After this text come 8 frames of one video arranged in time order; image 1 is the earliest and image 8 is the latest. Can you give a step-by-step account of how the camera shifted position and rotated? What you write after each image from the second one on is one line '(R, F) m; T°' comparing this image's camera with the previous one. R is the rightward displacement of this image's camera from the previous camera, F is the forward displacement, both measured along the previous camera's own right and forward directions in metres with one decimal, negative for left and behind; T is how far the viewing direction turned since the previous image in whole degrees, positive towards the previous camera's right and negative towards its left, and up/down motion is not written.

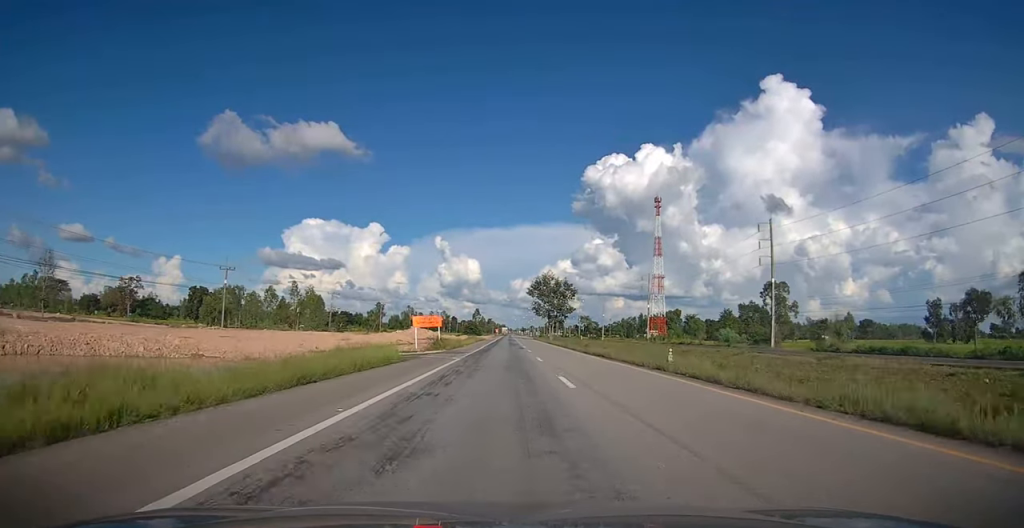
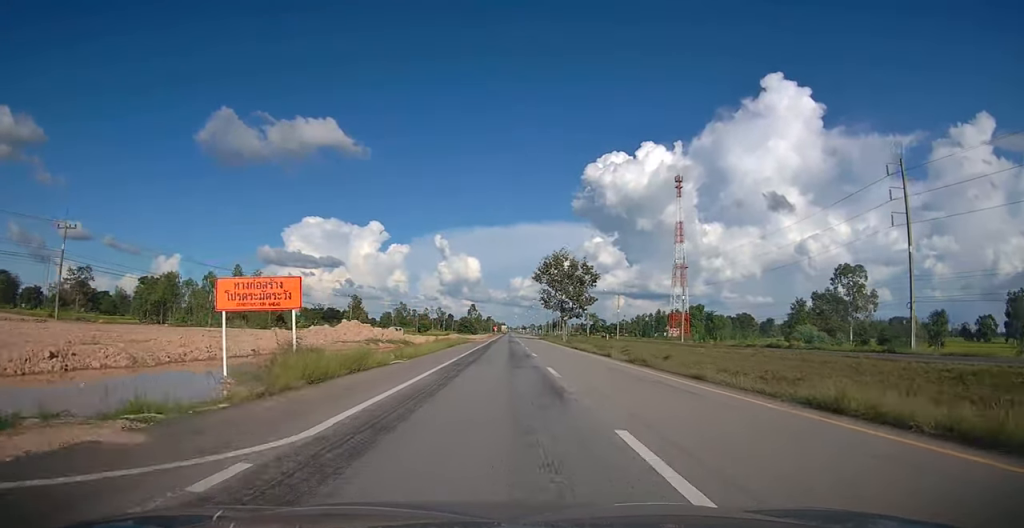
(-0.1, +32.4) m; 0°
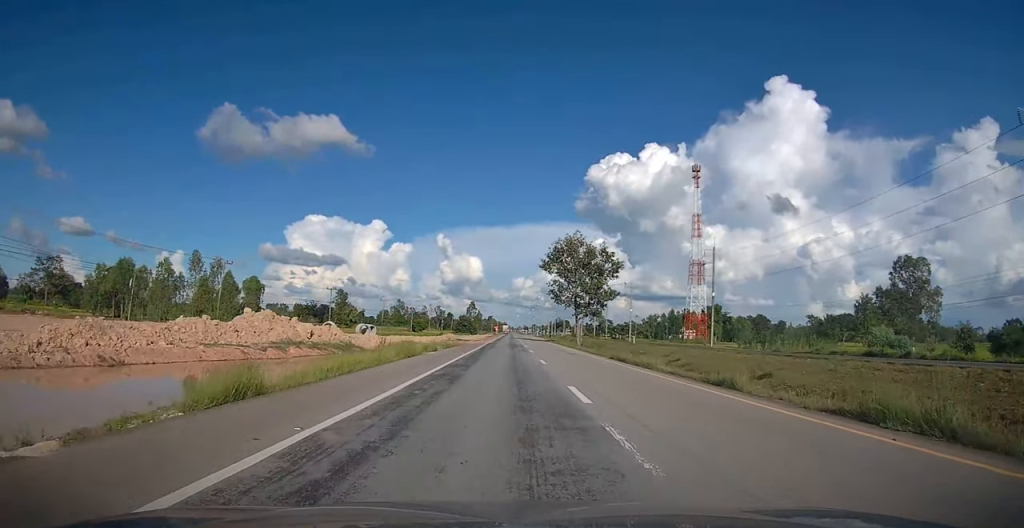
(0.0, +18.0) m; 0°
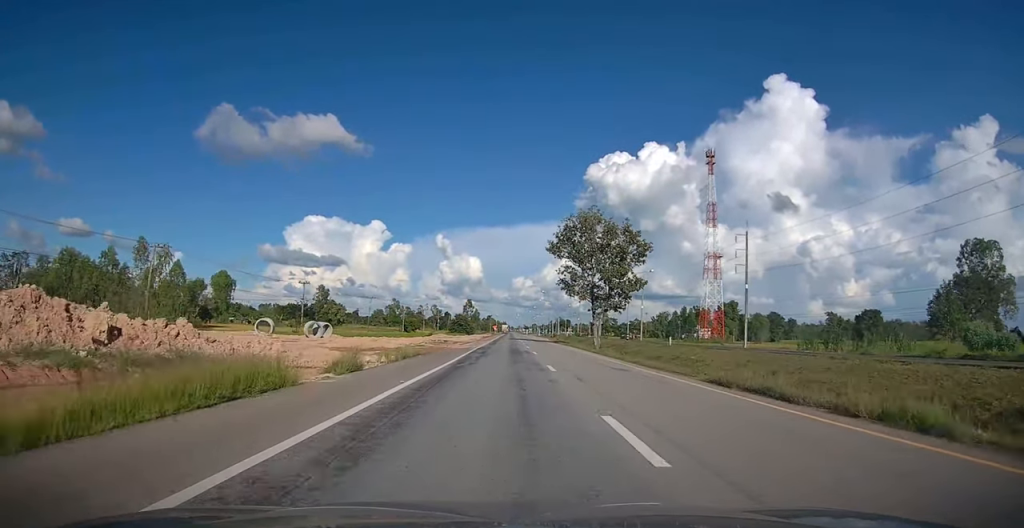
(0.0, +16.5) m; 0°
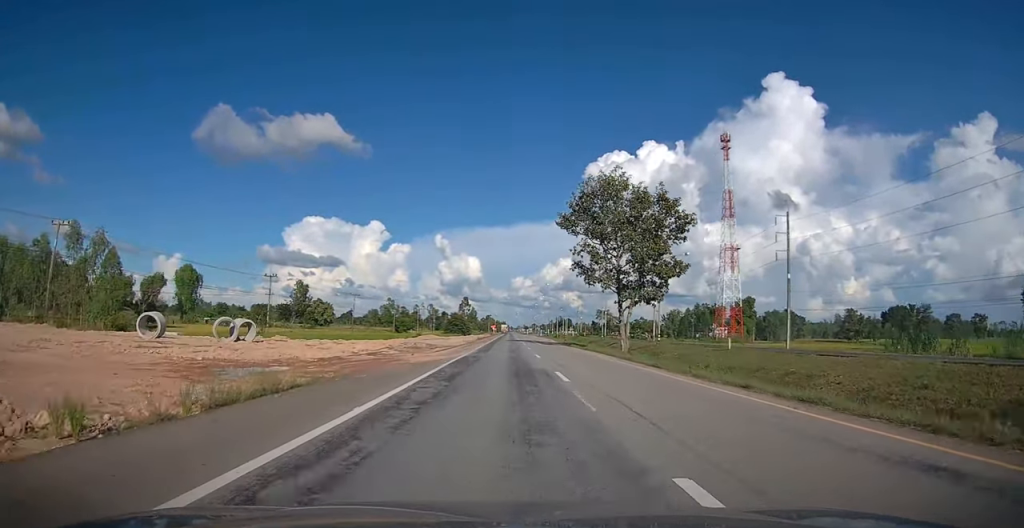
(0.0, +15.3) m; 0°
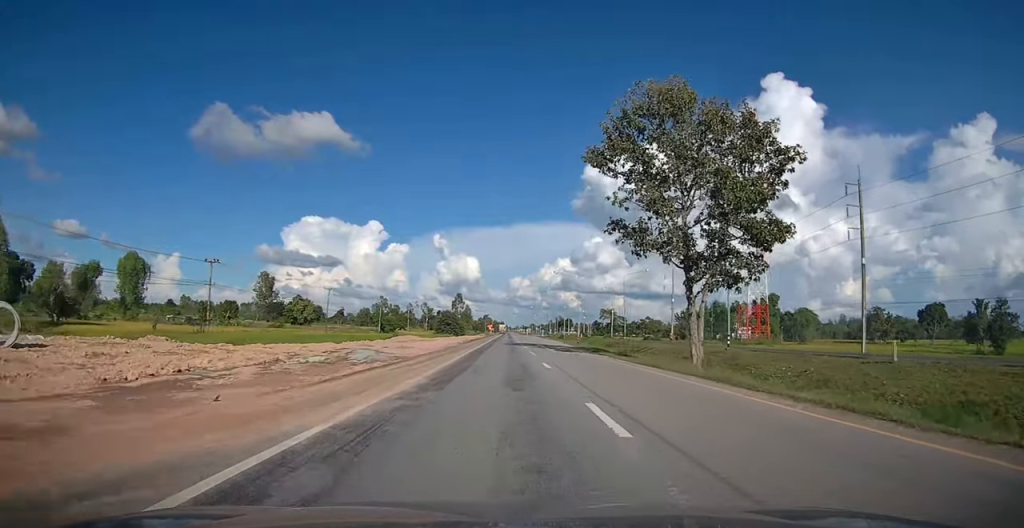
(+0.1, +18.9) m; 0°
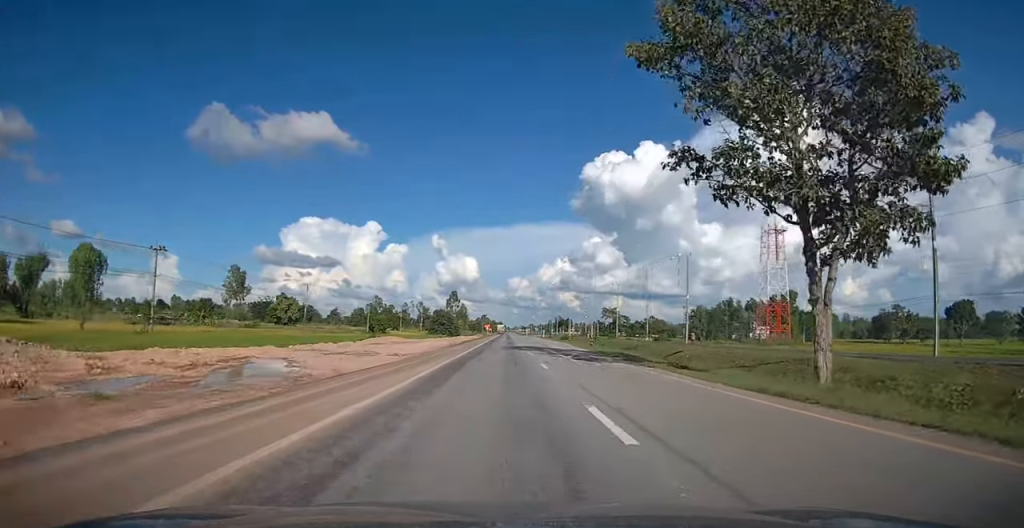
(0.0, +12.4) m; 0°
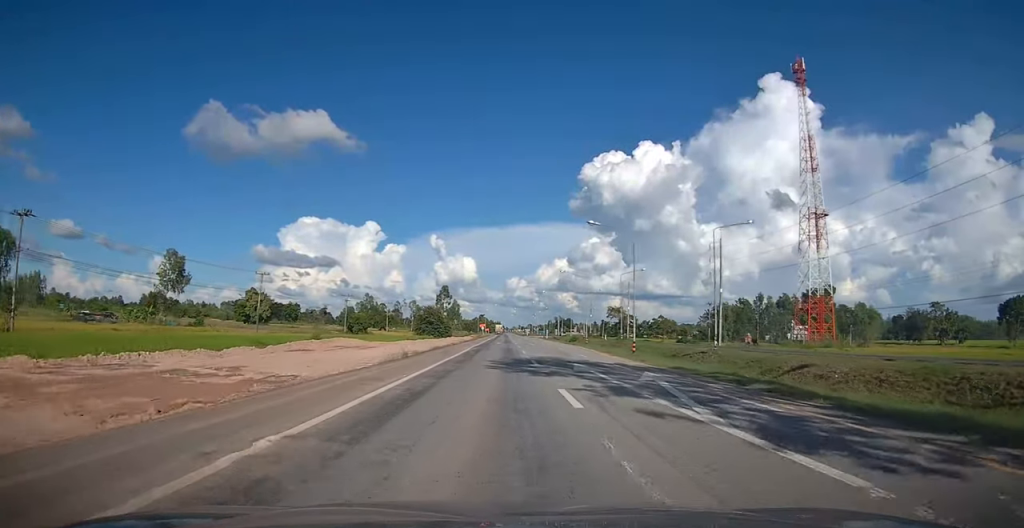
(-0.1, +20.5) m; 0°
